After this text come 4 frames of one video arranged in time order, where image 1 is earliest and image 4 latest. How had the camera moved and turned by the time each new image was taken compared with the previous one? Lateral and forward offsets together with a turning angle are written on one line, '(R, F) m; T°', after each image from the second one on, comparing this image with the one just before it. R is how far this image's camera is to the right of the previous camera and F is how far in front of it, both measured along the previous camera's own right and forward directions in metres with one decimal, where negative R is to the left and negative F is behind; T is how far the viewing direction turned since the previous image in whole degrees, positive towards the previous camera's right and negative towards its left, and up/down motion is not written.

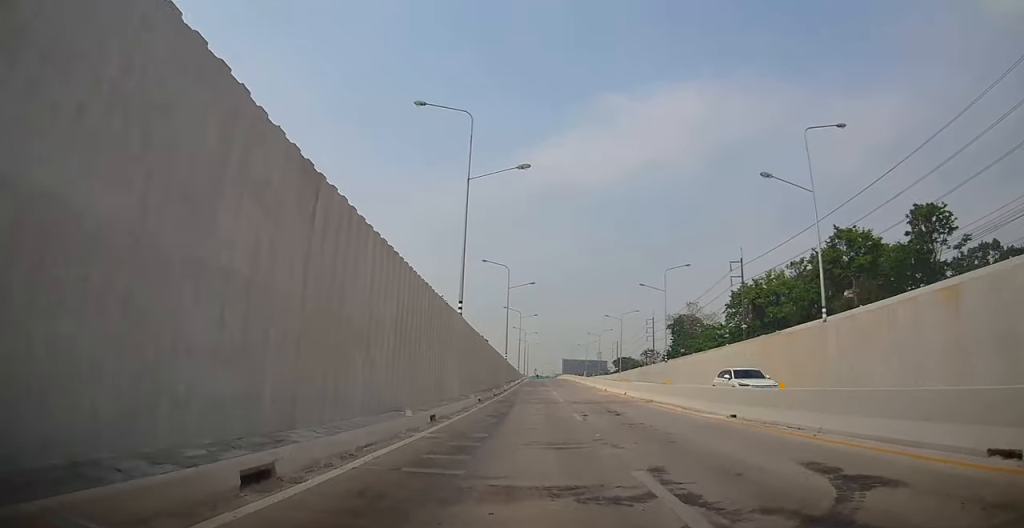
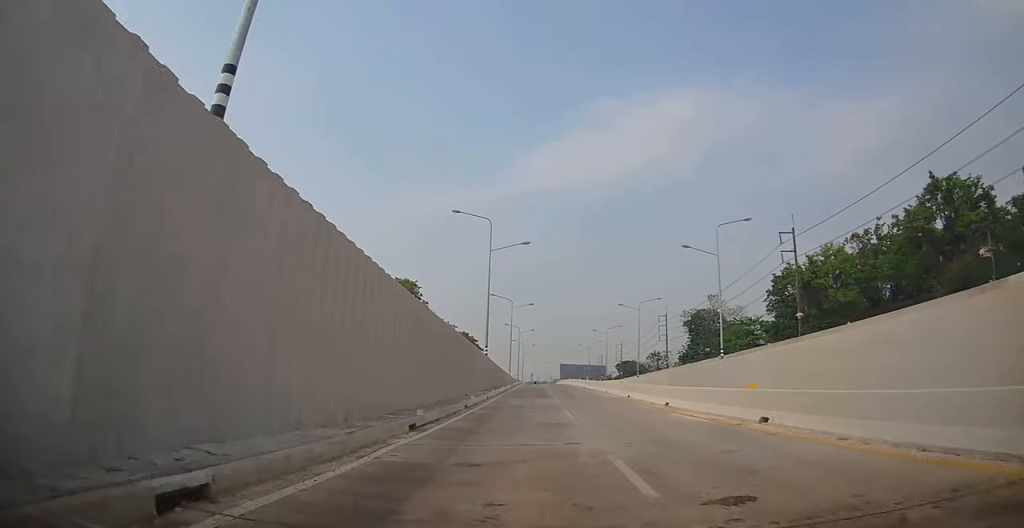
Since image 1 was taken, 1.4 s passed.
(+0.3, +22.3) m; 0°
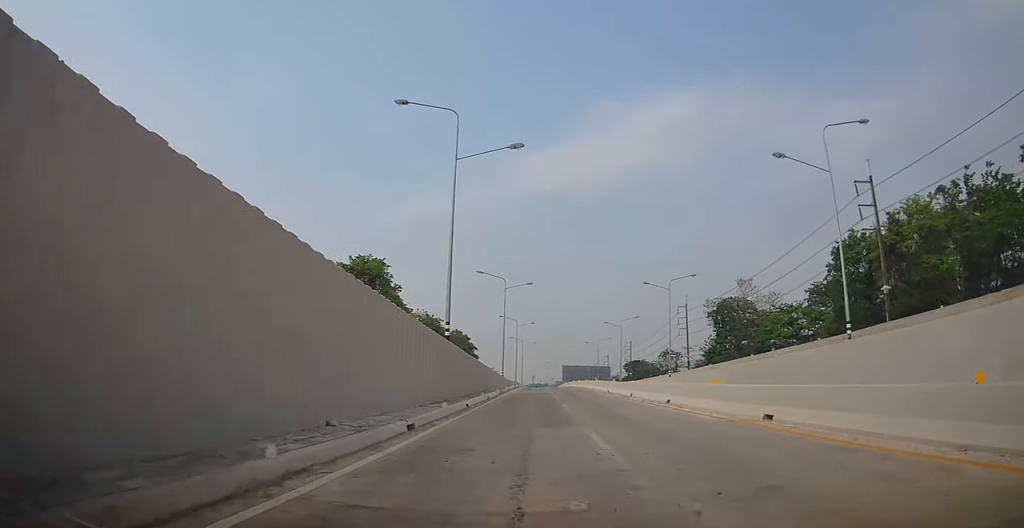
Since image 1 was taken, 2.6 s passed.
(-0.3, +19.9) m; +1°
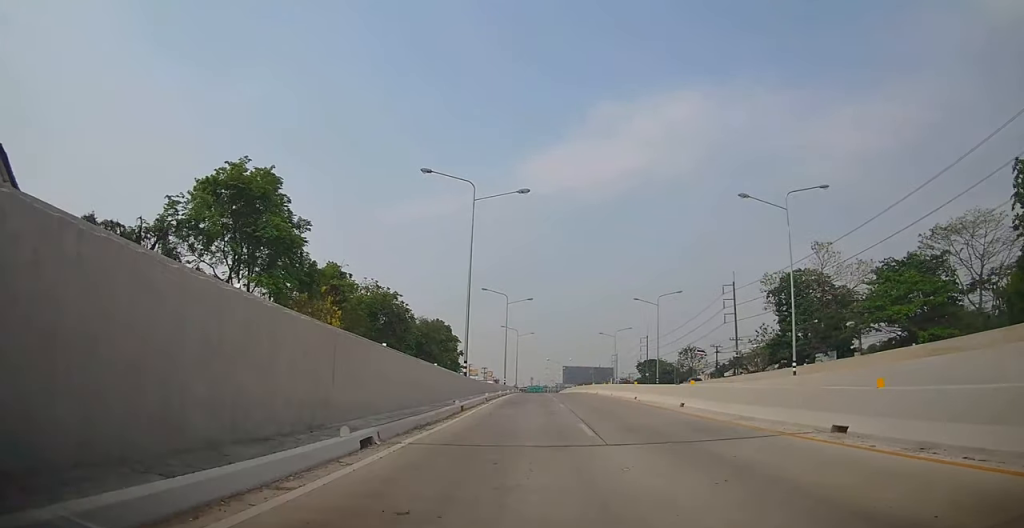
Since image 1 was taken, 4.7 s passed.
(+2.5, +31.5) m; +7°
